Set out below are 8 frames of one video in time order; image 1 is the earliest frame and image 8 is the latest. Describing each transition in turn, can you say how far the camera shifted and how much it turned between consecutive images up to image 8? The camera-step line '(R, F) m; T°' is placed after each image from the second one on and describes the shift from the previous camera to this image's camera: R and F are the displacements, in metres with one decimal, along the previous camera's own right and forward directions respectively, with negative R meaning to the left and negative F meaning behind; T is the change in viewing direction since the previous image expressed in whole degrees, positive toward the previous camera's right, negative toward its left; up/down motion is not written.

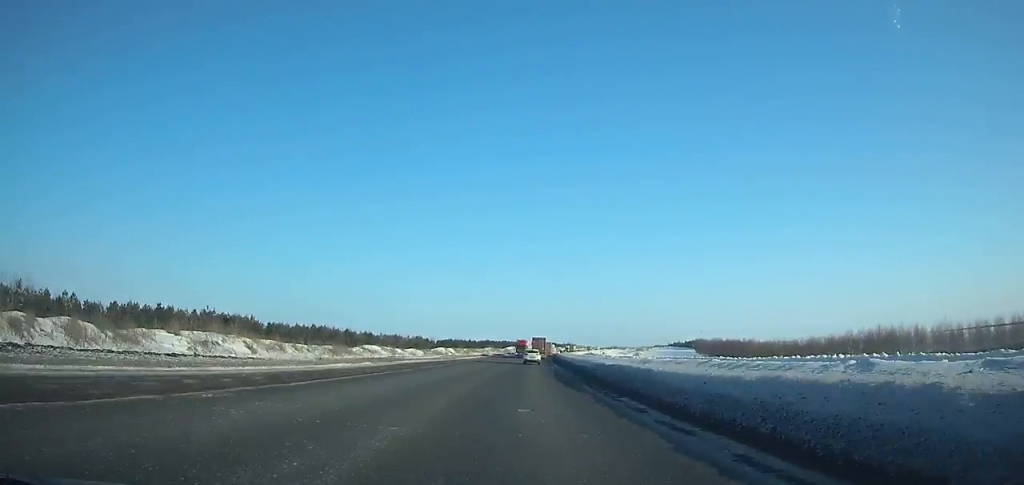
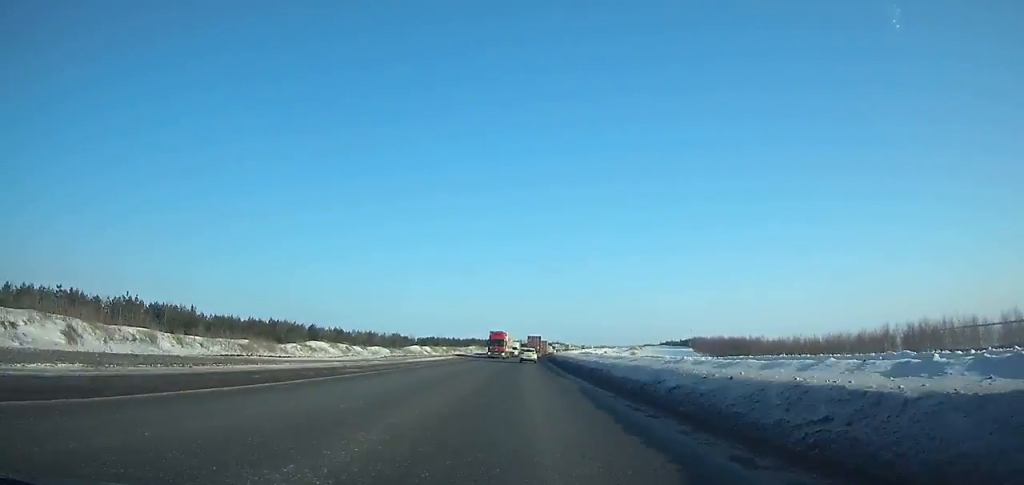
(+0.4, +27.1) m; +1°
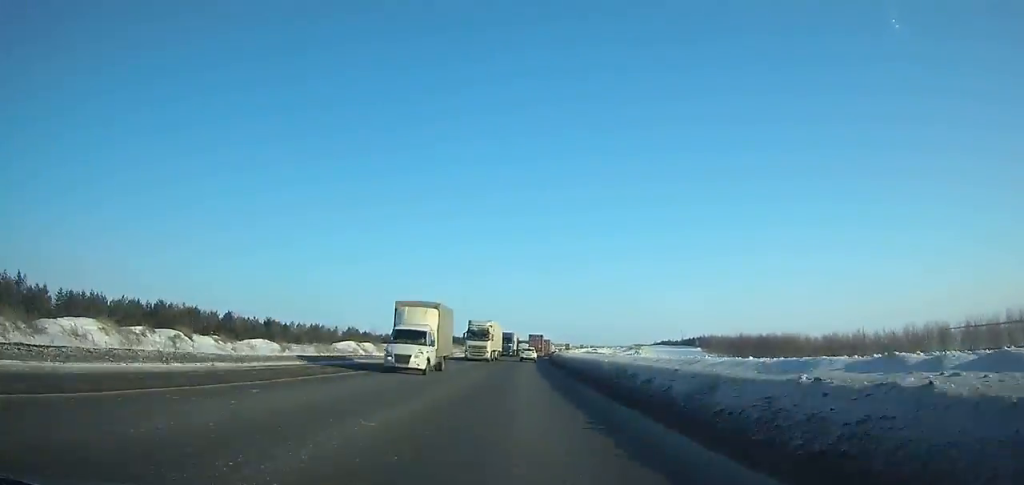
(+0.7, +54.4) m; +1°
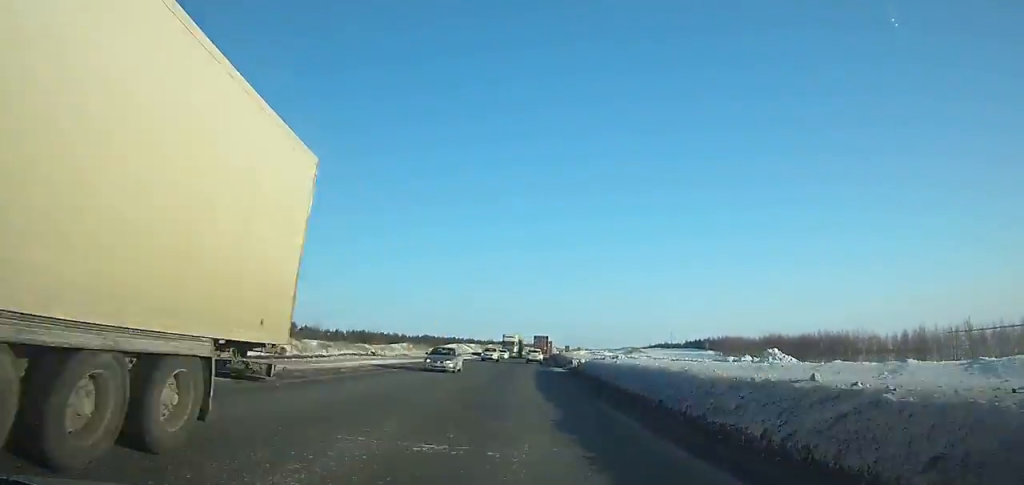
(+0.5, +54.6) m; +1°
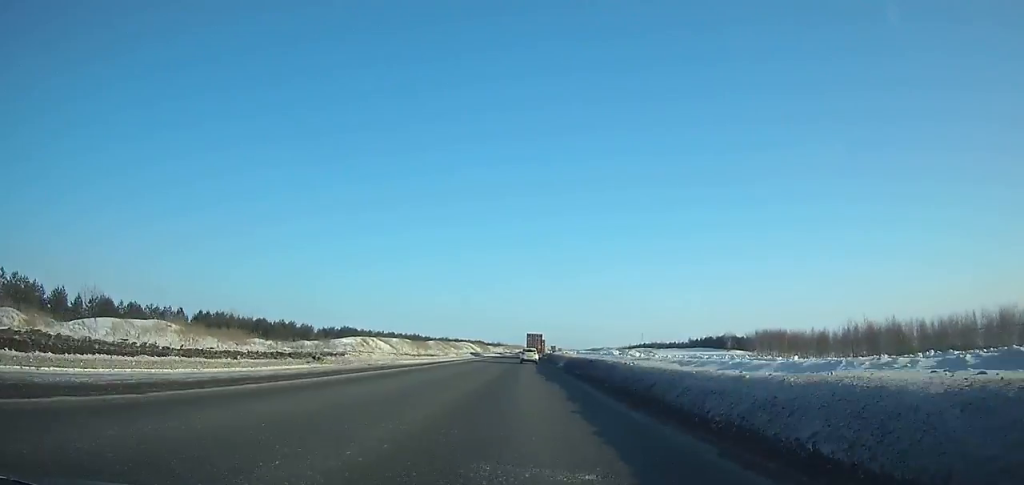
(+2.5, +97.4) m; +3°
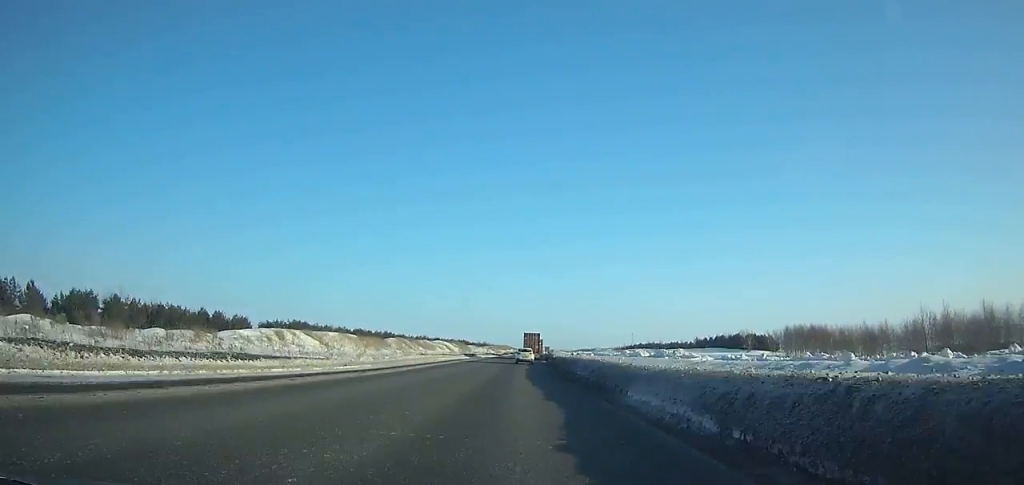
(+0.3, +40.5) m; +1°
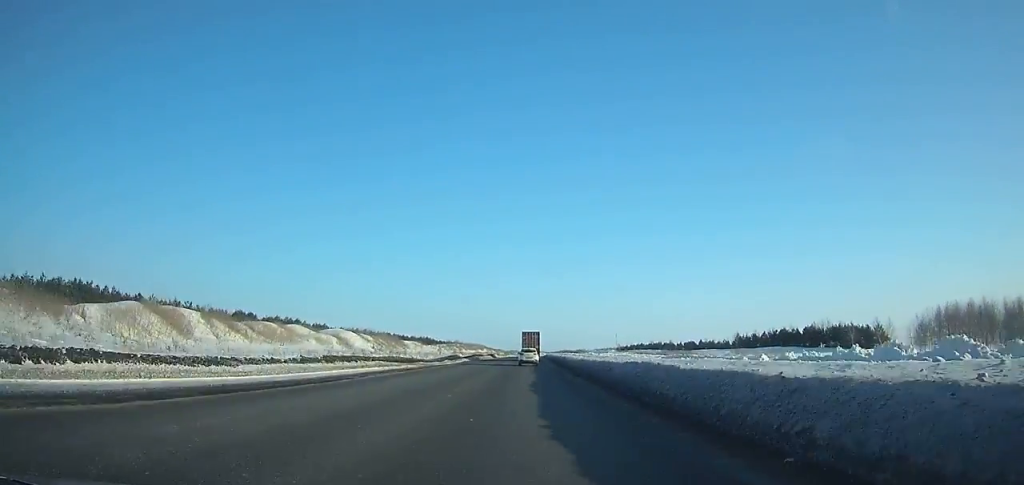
(+1.8, +95.2) m; +2°
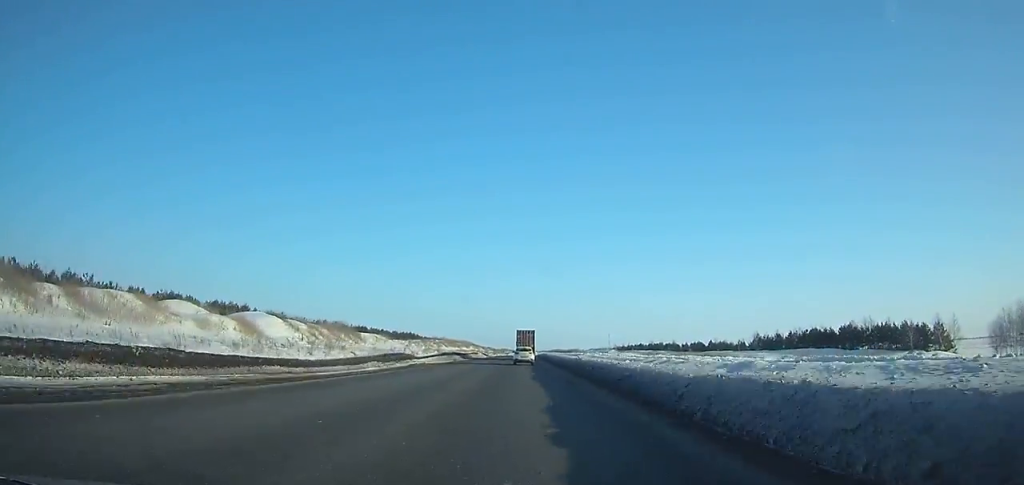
(+0.1, +30.6) m; +1°
